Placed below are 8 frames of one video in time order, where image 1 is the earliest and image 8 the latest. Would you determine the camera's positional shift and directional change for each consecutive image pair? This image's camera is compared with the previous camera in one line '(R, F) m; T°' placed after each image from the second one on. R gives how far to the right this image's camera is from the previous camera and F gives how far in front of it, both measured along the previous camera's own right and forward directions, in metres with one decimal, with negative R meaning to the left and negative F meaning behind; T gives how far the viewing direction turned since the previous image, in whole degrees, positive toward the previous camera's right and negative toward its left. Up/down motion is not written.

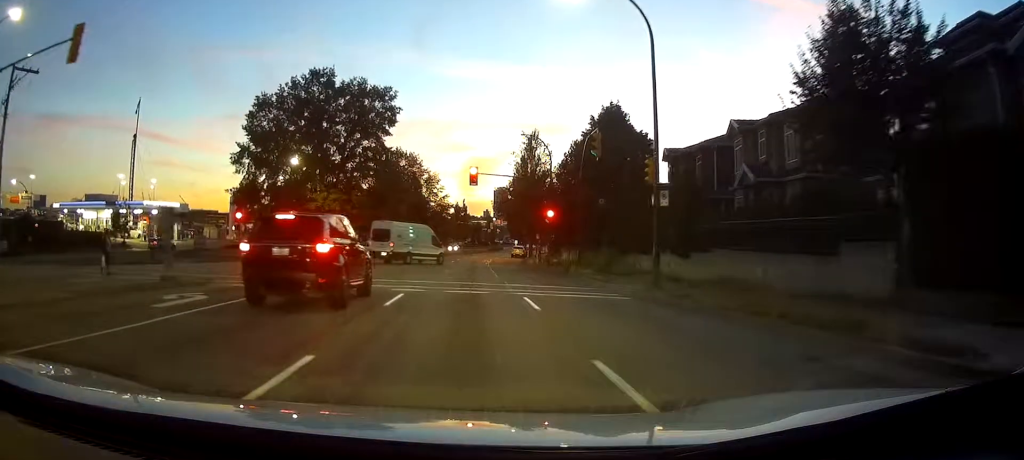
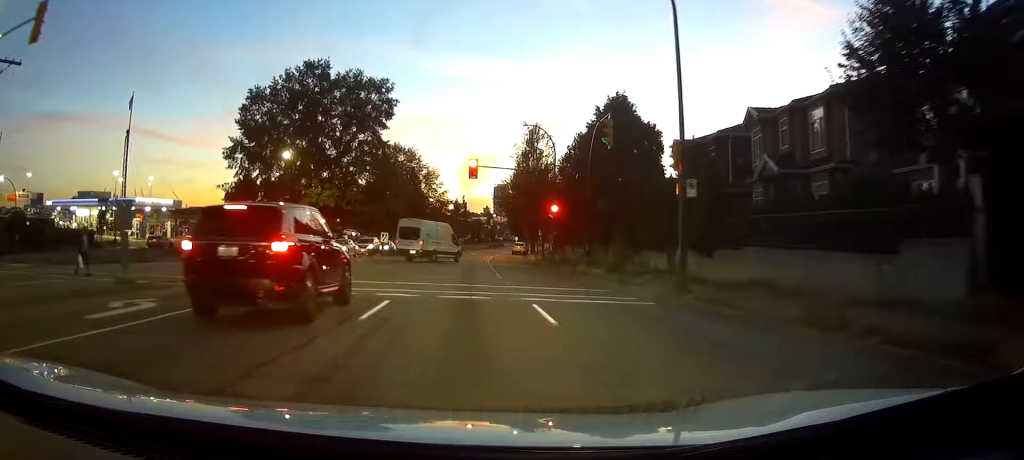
(0.0, +2.1) m; 0°
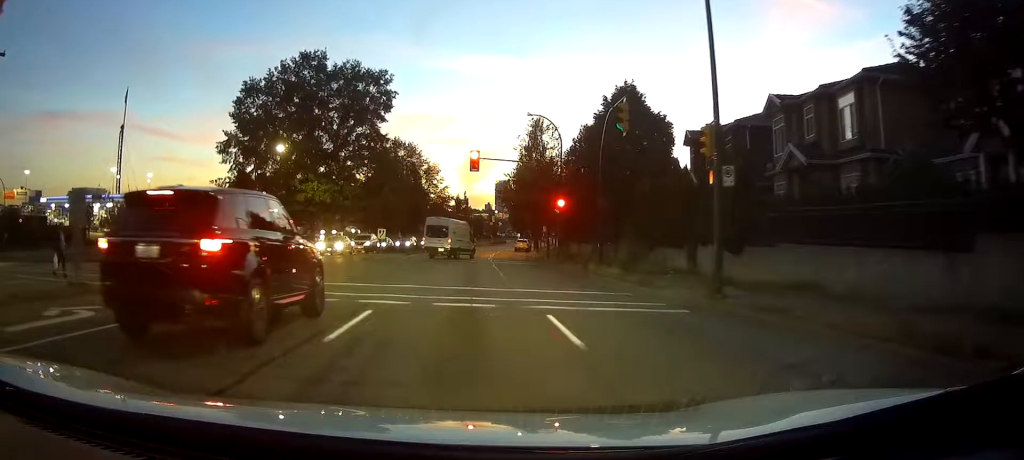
(0.0, +2.2) m; 0°
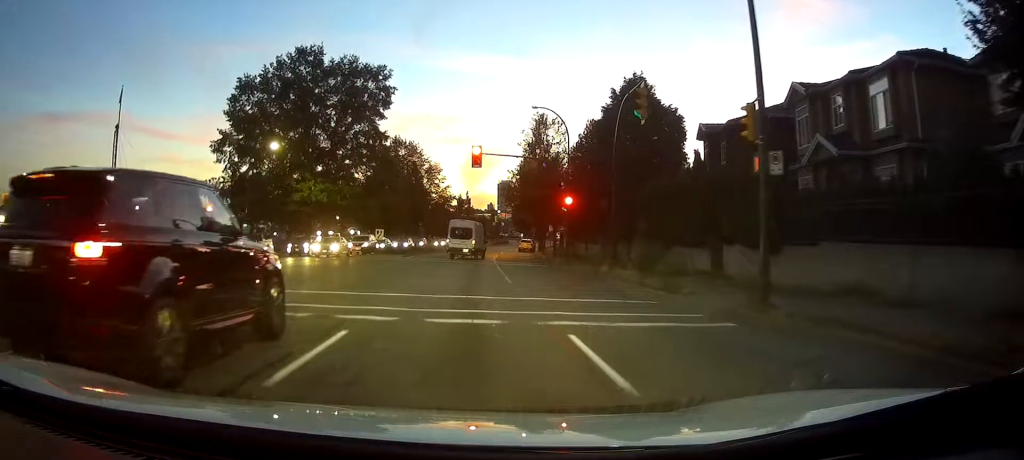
(-0.1, +2.0) m; 0°
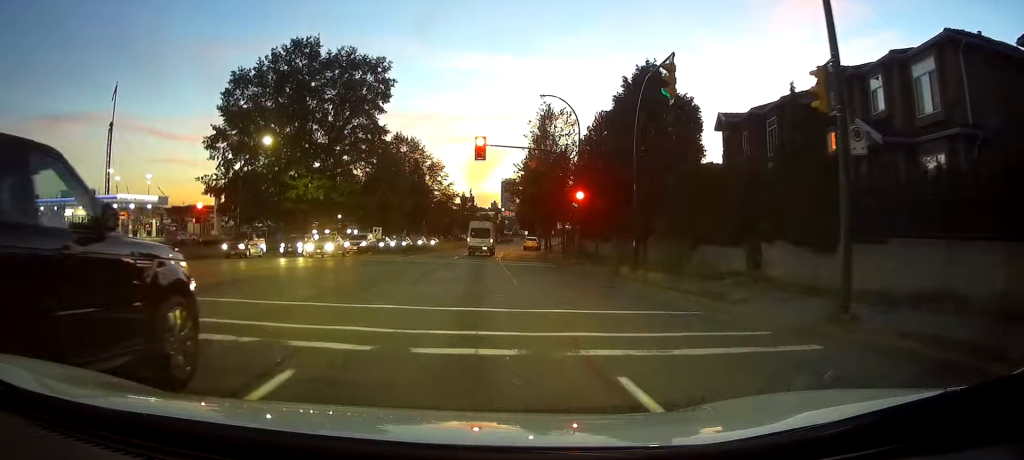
(0.0, +2.2) m; 0°
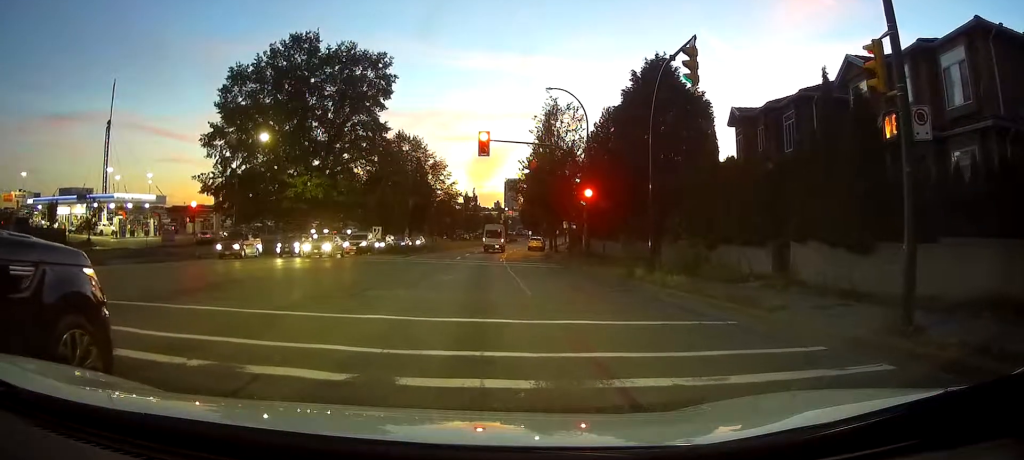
(+0.1, +1.2) m; 0°
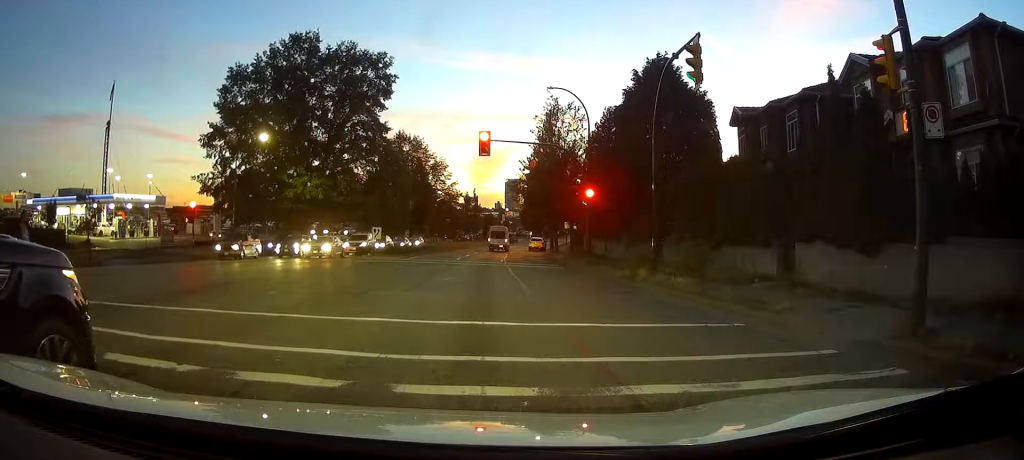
(0.0, +0.2) m; 0°
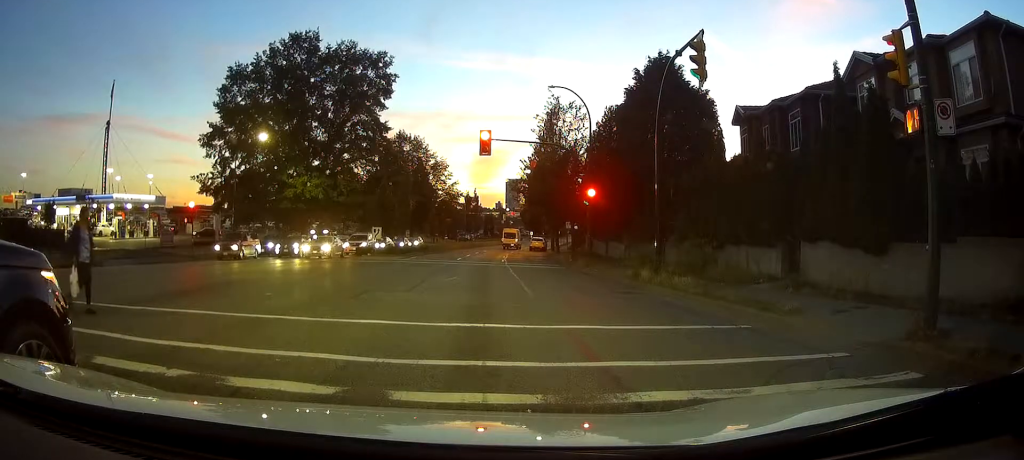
(+0.1, +0.4) m; 0°
